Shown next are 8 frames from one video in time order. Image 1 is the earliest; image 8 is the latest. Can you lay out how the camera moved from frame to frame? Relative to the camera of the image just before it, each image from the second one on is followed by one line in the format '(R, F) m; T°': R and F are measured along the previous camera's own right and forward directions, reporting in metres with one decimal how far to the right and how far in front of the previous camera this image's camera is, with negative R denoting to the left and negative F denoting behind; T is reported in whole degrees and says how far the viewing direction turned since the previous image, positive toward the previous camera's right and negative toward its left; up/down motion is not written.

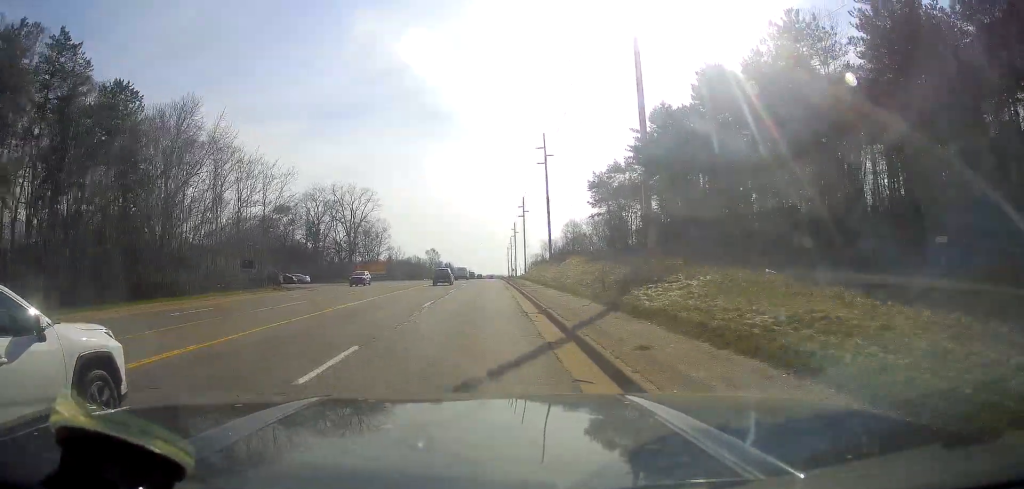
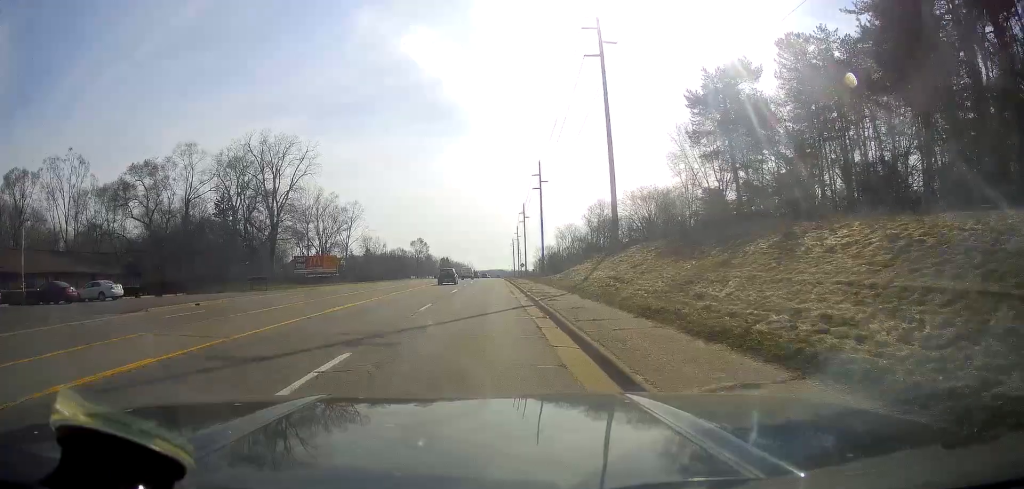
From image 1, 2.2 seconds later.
(-0.1, +47.3) m; -1°
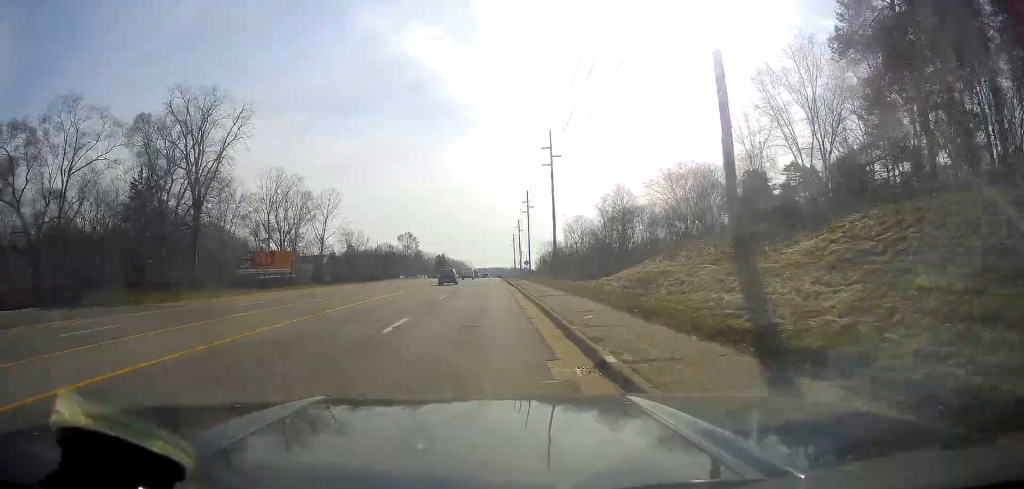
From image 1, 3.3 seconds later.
(-0.1, +22.2) m; 0°
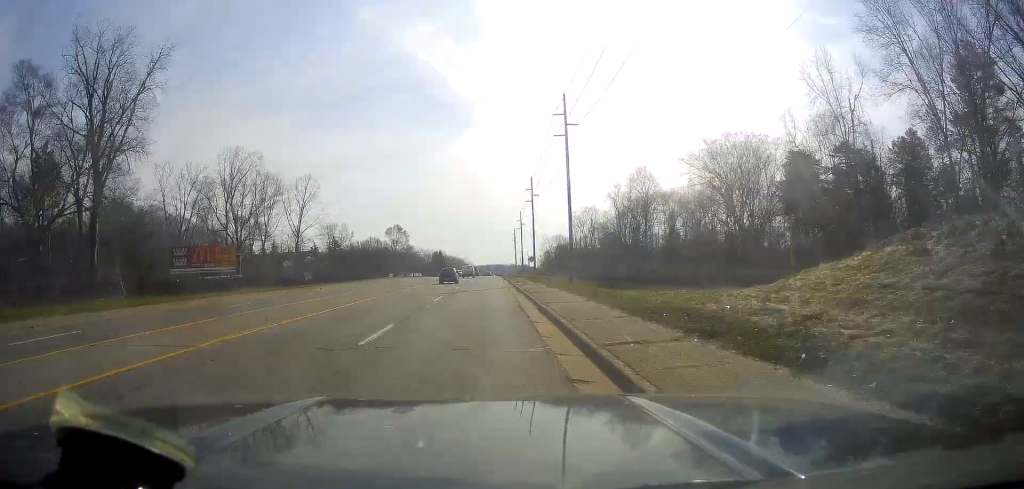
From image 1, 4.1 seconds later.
(0.0, +17.5) m; 0°
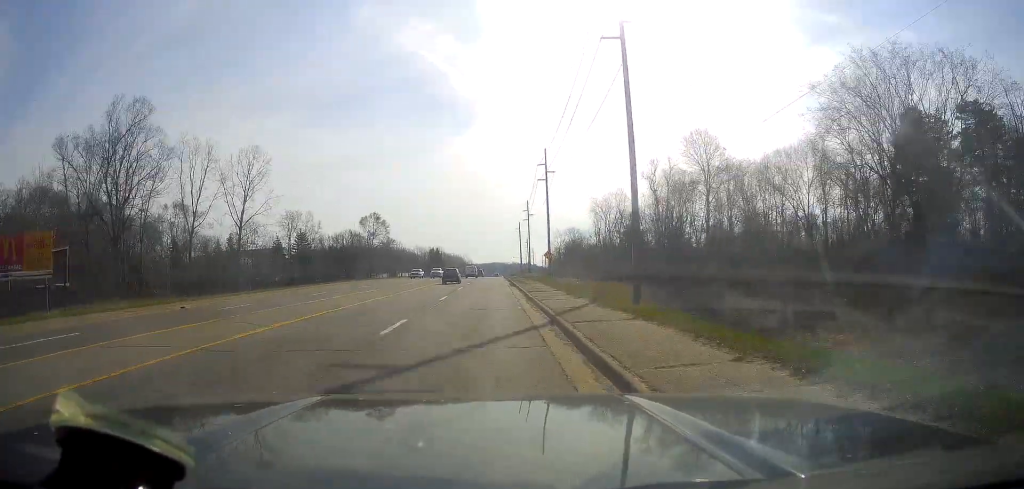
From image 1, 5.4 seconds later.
(0.0, +29.3) m; 0°
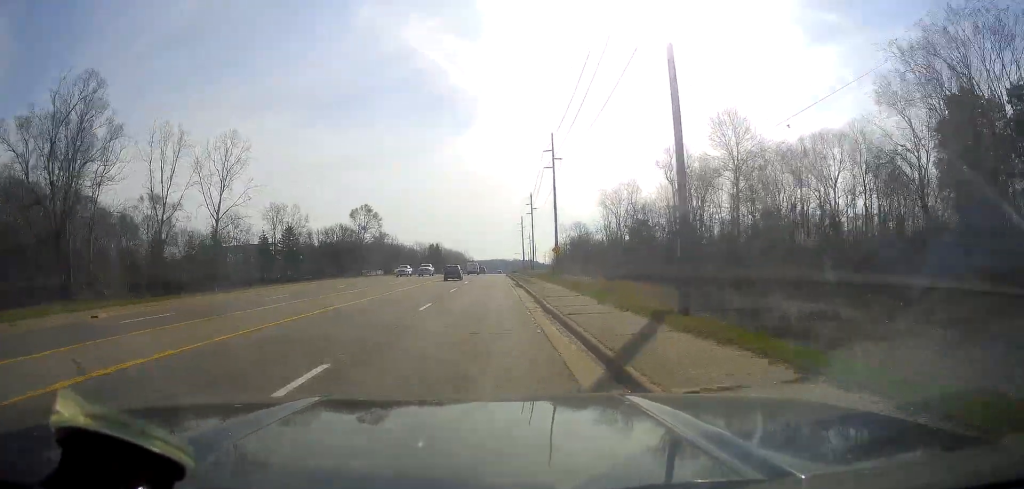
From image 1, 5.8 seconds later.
(0.0, +8.9) m; +1°
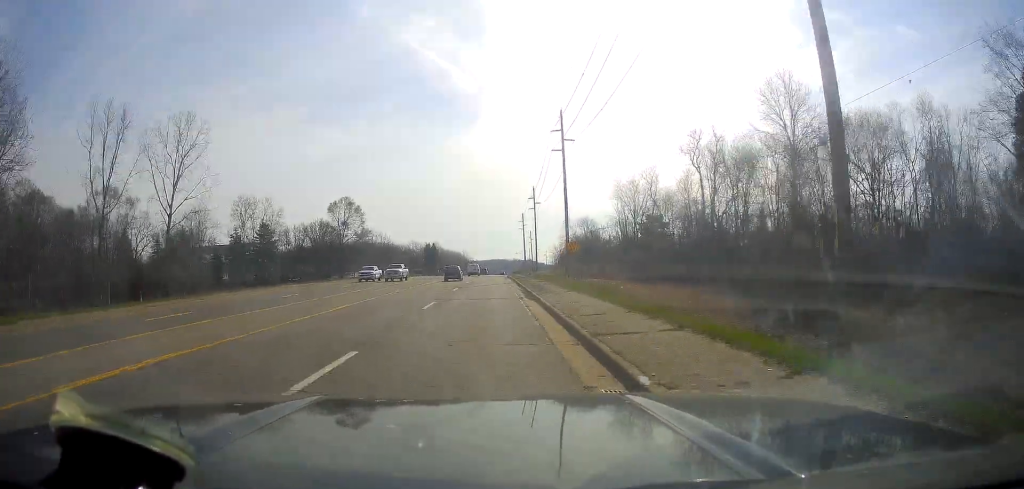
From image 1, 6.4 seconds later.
(-0.1, +13.4) m; +1°
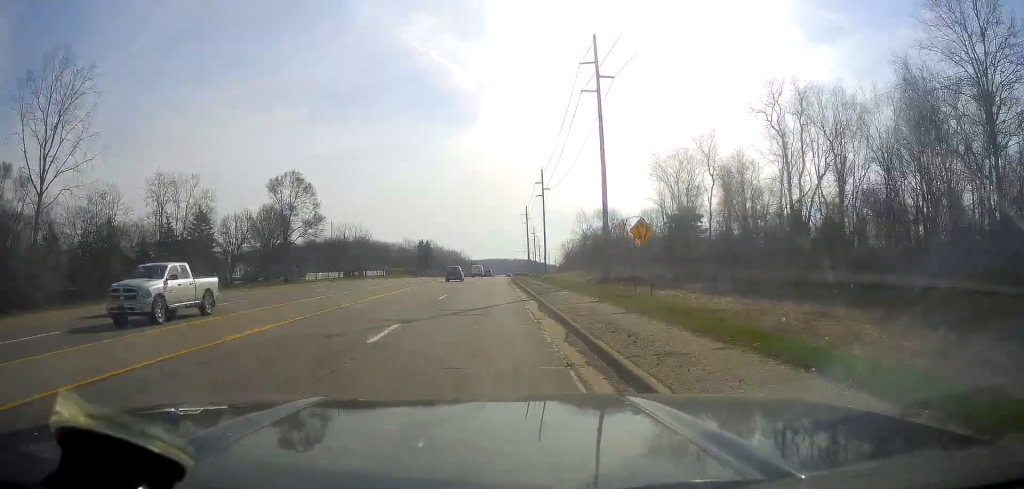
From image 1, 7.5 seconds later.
(+0.4, +24.7) m; 0°
